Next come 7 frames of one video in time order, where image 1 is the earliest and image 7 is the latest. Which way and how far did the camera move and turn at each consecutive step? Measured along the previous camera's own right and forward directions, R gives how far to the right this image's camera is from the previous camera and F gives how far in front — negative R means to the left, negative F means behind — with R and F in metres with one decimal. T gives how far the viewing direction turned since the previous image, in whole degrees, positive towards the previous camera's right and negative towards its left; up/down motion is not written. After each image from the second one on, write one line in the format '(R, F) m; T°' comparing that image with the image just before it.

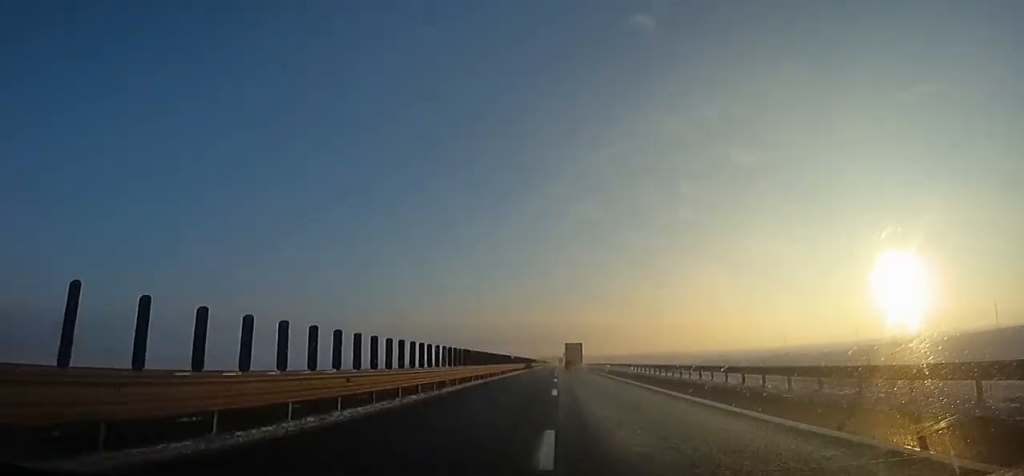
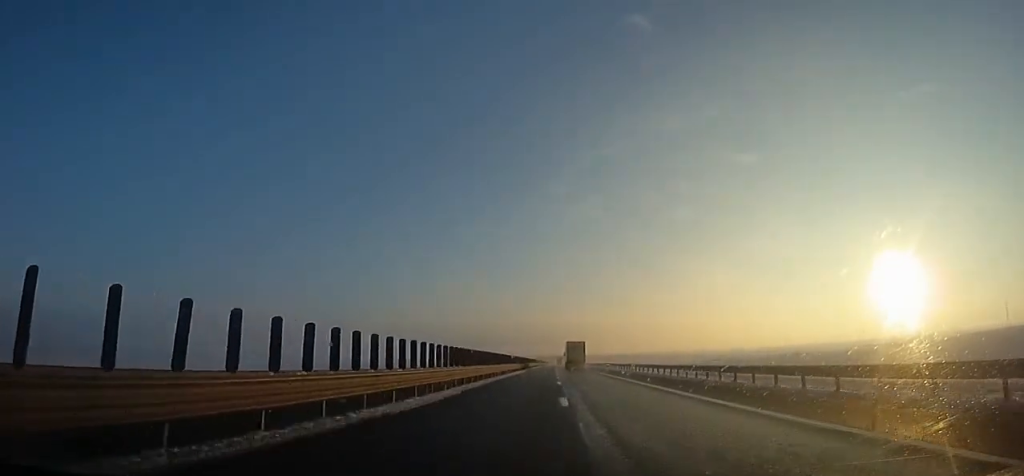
(+0.1, +28.5) m; 0°
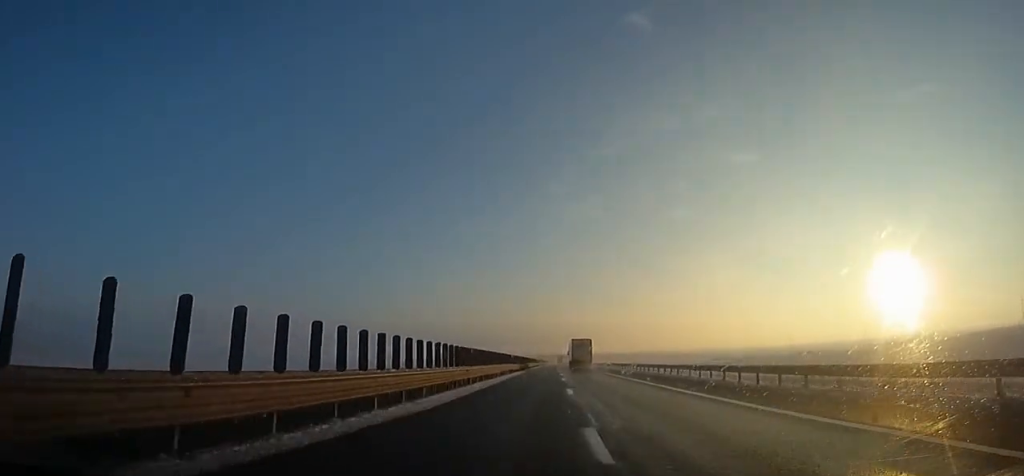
(+0.2, +31.6) m; 0°
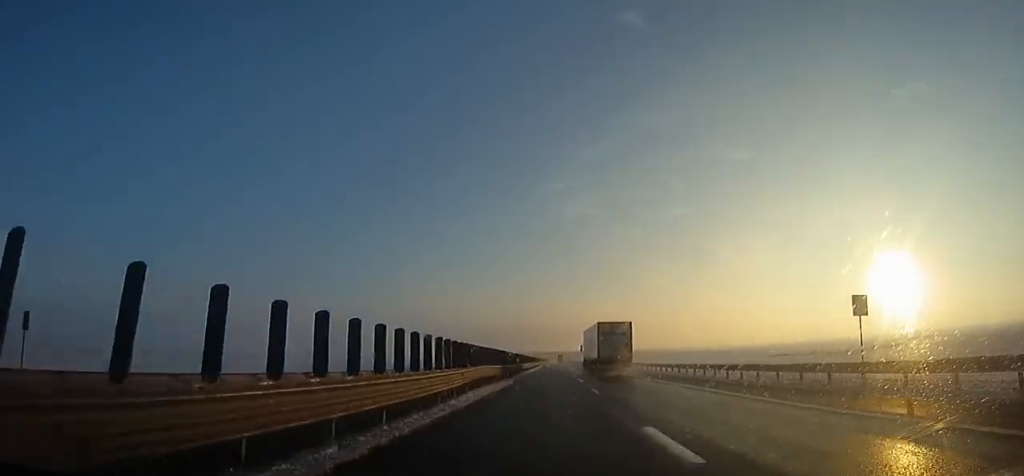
(+0.4, +132.5) m; 0°
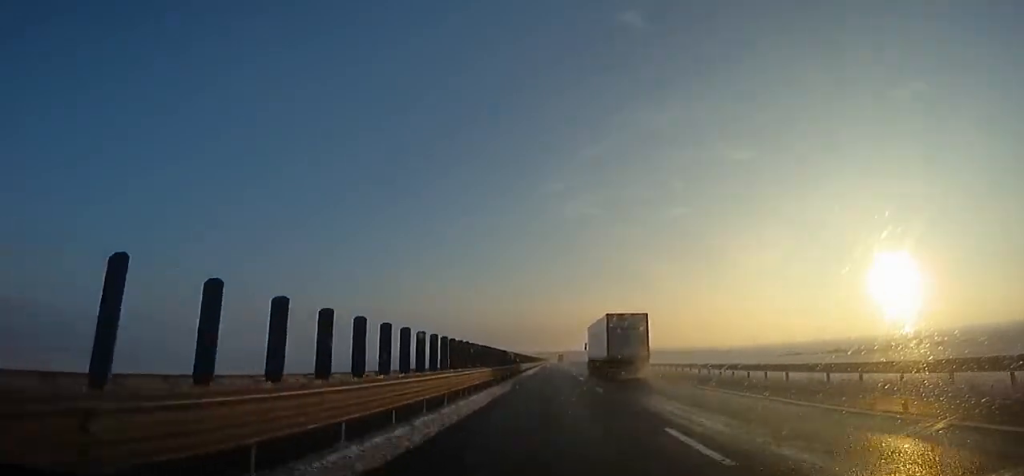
(0.0, +31.7) m; 0°
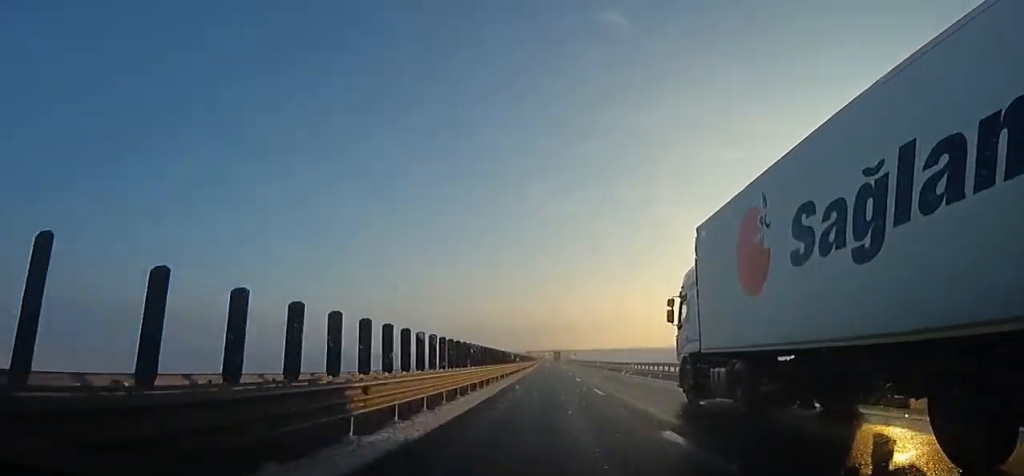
(-0.3, +157.9) m; +1°
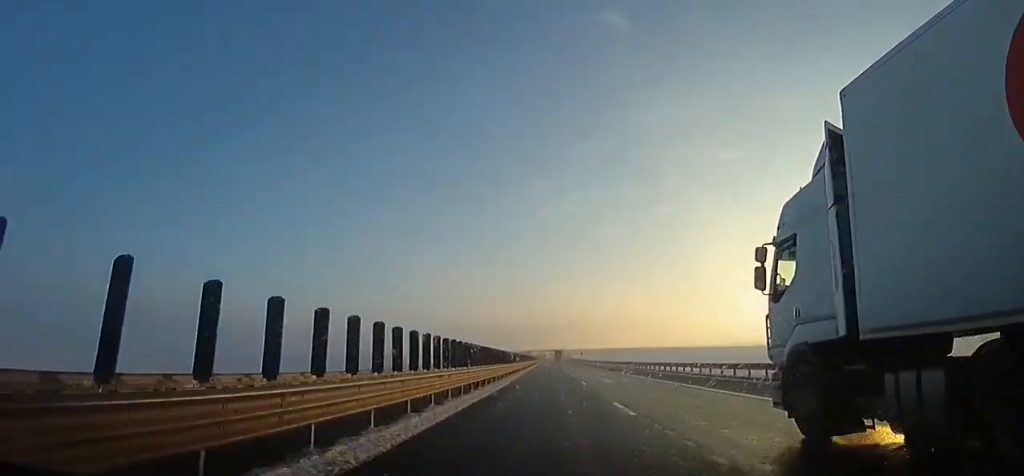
(+0.3, +30.6) m; 0°
